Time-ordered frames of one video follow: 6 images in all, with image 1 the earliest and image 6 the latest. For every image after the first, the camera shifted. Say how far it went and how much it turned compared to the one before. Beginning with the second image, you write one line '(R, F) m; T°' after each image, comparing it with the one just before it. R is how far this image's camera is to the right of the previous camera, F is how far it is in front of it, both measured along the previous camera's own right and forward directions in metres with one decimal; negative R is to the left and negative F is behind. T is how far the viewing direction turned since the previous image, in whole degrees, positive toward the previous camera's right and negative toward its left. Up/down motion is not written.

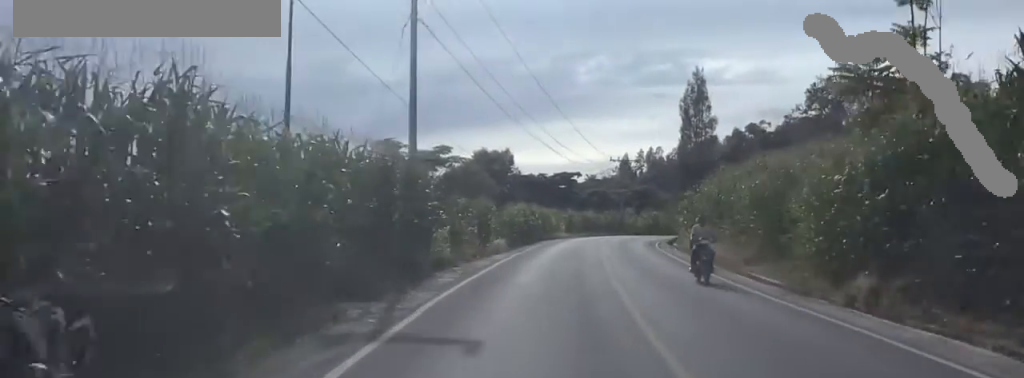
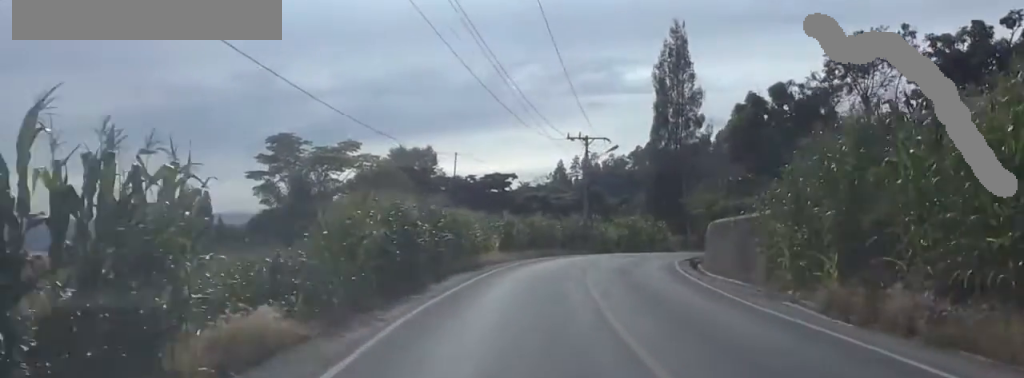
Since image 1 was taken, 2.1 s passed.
(-0.4, +28.5) m; -3°
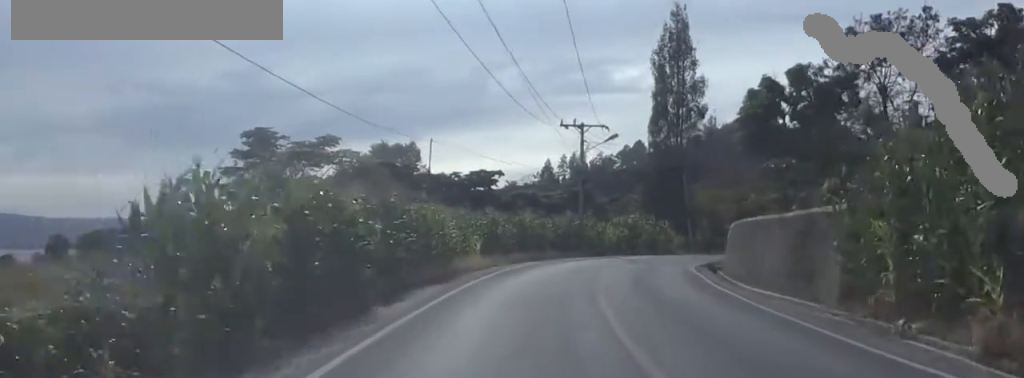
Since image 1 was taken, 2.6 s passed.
(+0.5, +6.6) m; +2°
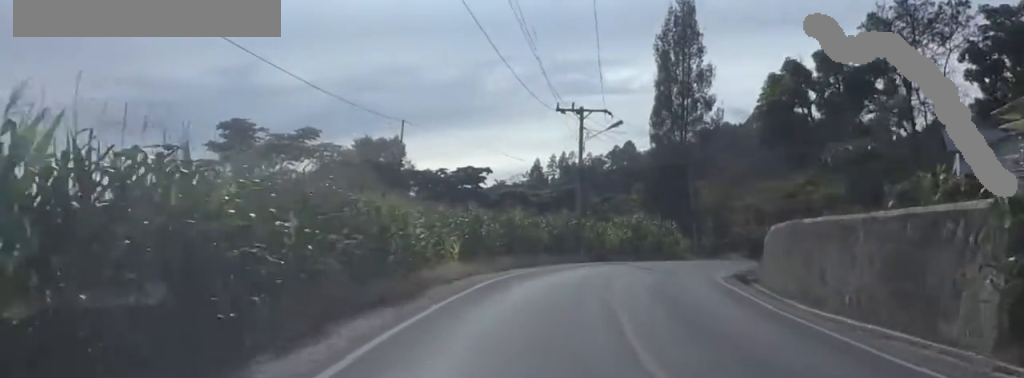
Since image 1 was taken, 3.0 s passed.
(+0.1, +6.5) m; +2°
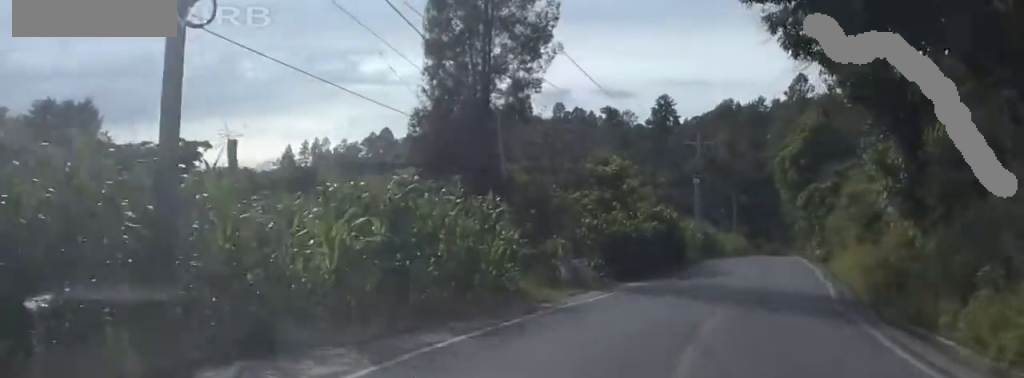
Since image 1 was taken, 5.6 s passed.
(+5.3, +32.4) m; +22°
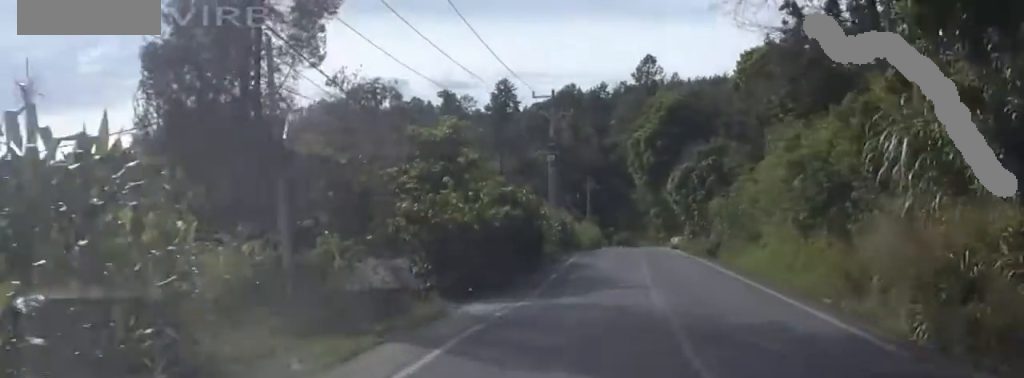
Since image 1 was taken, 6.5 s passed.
(+0.8, +13.0) m; +4°
